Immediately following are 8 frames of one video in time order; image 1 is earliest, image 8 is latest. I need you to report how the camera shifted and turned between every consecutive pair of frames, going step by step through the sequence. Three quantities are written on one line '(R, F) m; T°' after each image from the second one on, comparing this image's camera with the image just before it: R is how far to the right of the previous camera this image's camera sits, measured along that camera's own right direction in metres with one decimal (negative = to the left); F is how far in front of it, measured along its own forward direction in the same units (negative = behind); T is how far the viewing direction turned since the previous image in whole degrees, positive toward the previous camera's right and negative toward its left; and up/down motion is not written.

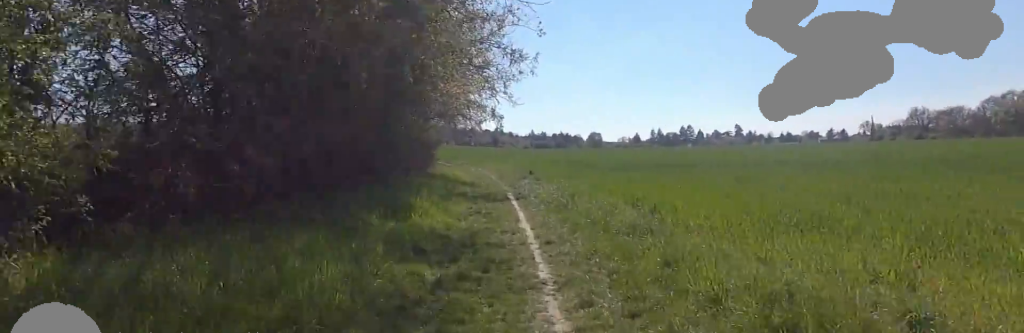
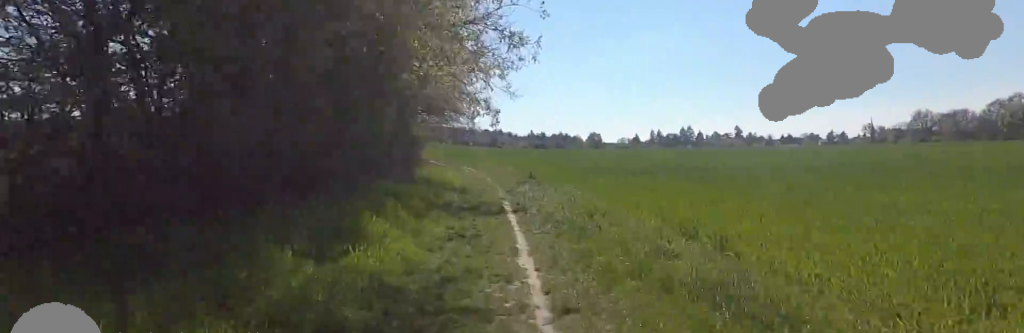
(0.0, +3.3) m; -2°
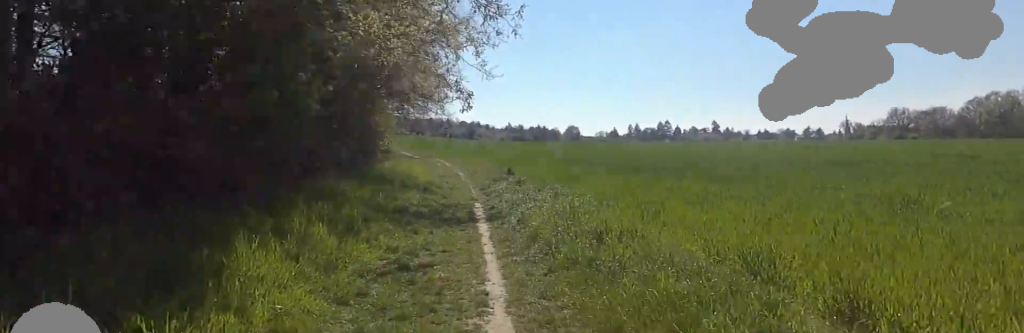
(+0.1, +3.0) m; -5°
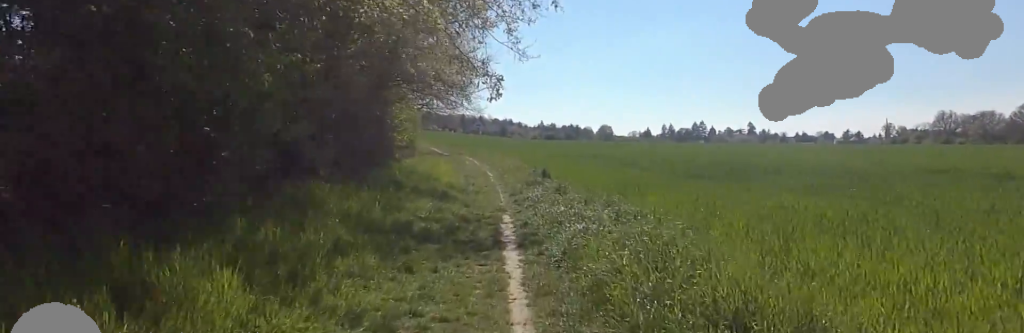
(-0.3, +2.7) m; -1°
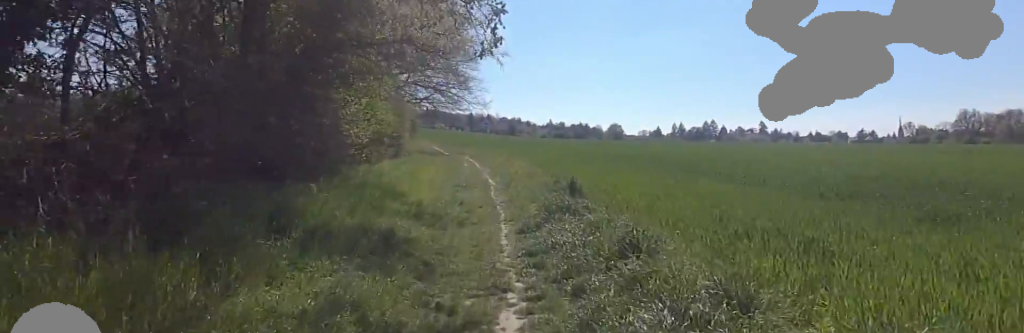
(+0.2, +5.9) m; 0°
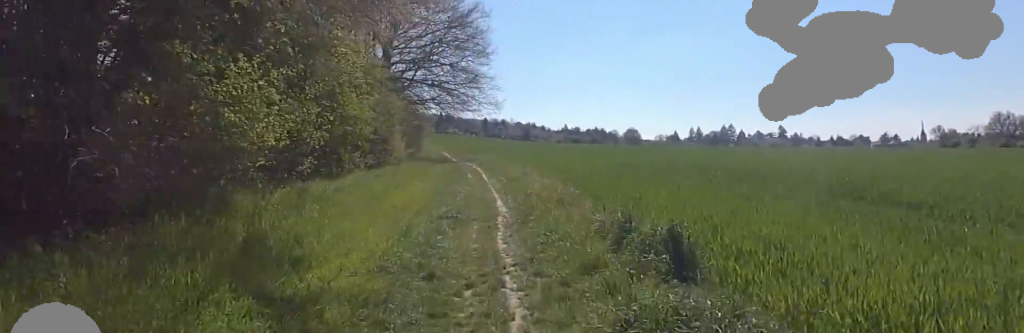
(-0.5, +5.3) m; 0°
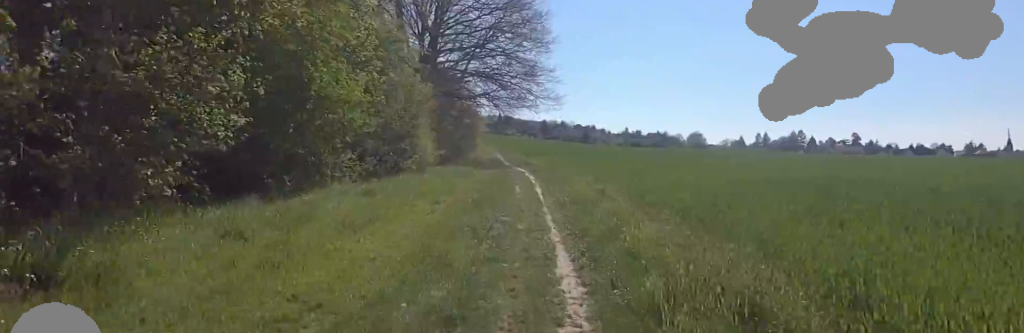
(+0.4, +5.4) m; 0°
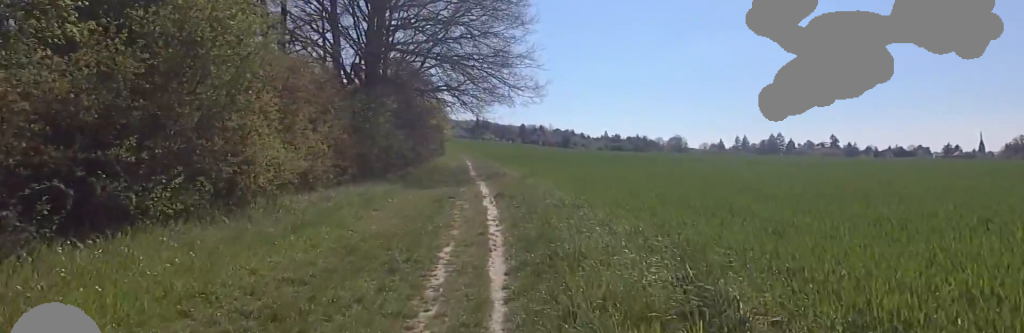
(+0.1, +7.9) m; 0°
